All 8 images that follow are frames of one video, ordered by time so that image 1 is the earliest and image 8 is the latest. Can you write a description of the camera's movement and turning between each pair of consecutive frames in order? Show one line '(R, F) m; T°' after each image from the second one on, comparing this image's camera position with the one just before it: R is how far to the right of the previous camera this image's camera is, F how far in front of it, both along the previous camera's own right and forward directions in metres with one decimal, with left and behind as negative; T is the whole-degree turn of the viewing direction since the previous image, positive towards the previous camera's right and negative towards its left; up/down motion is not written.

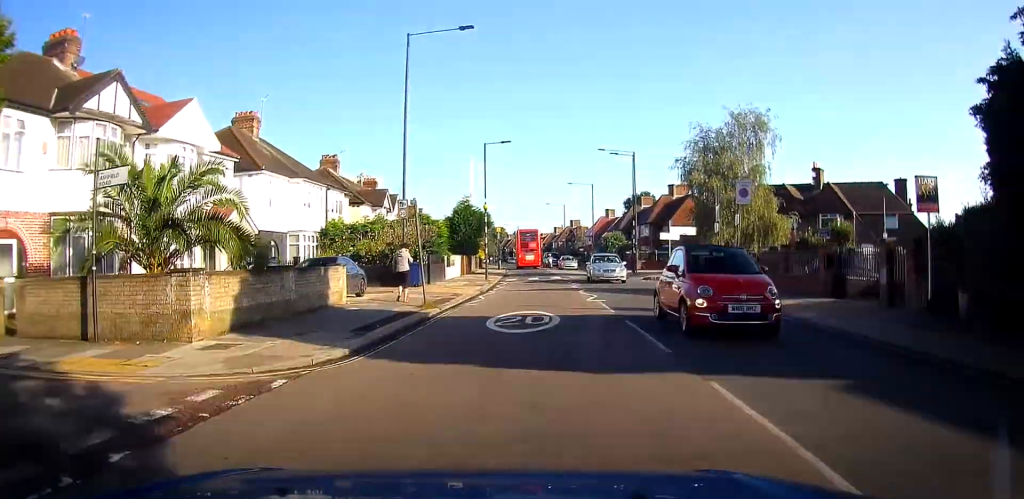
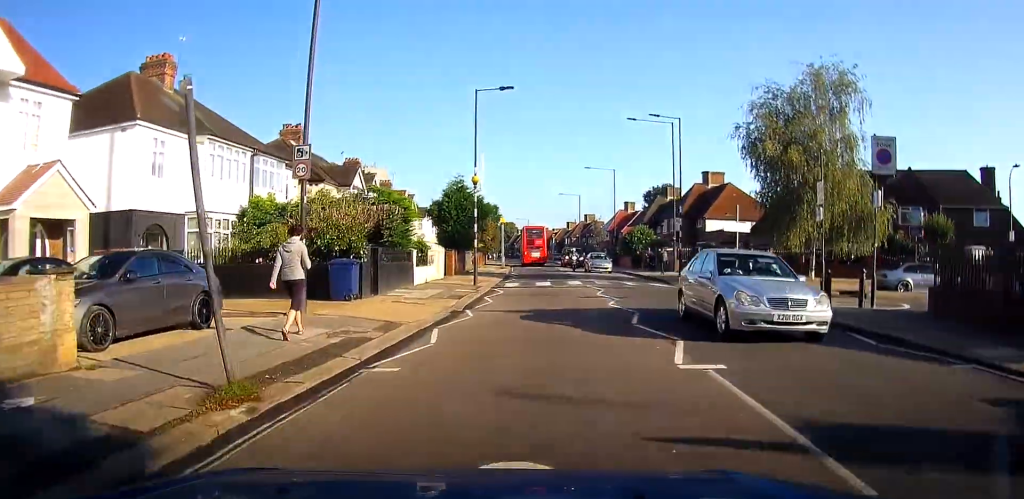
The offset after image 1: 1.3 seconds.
(0.0, +11.1) m; -1°
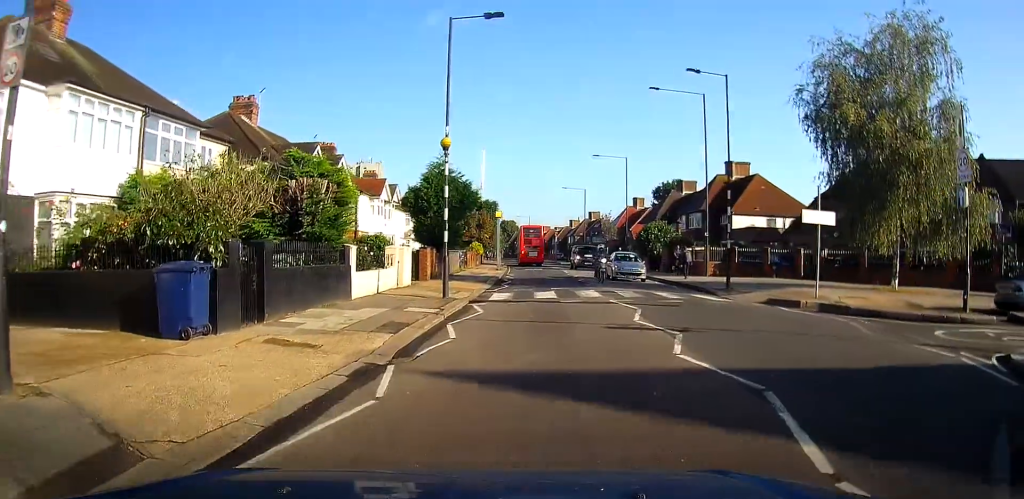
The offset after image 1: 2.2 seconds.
(-0.1, +7.8) m; 0°
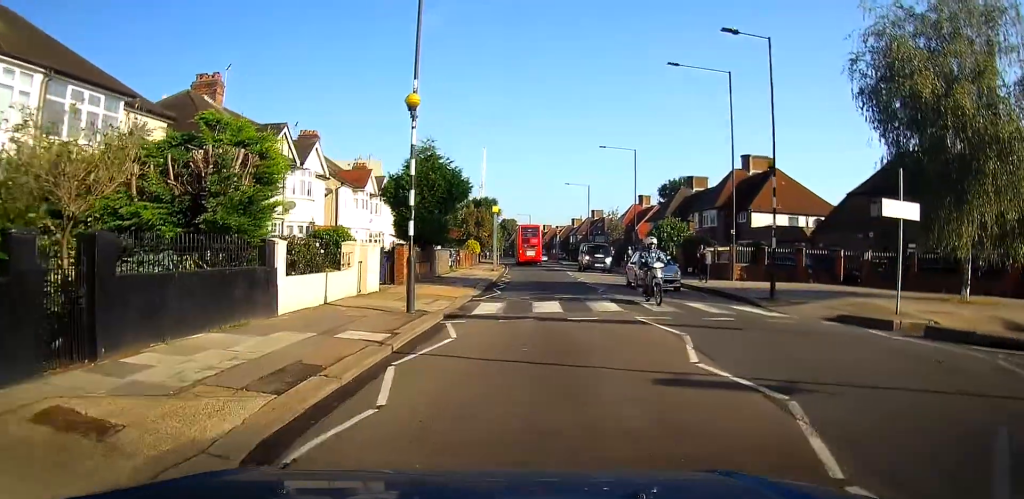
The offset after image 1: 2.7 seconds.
(0.0, +4.4) m; 0°
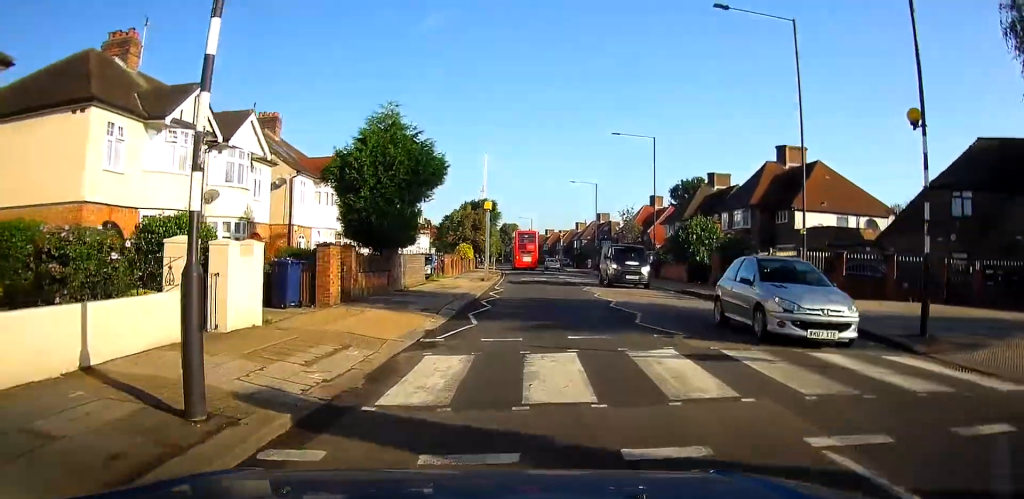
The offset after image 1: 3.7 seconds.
(0.0, +7.8) m; -1°
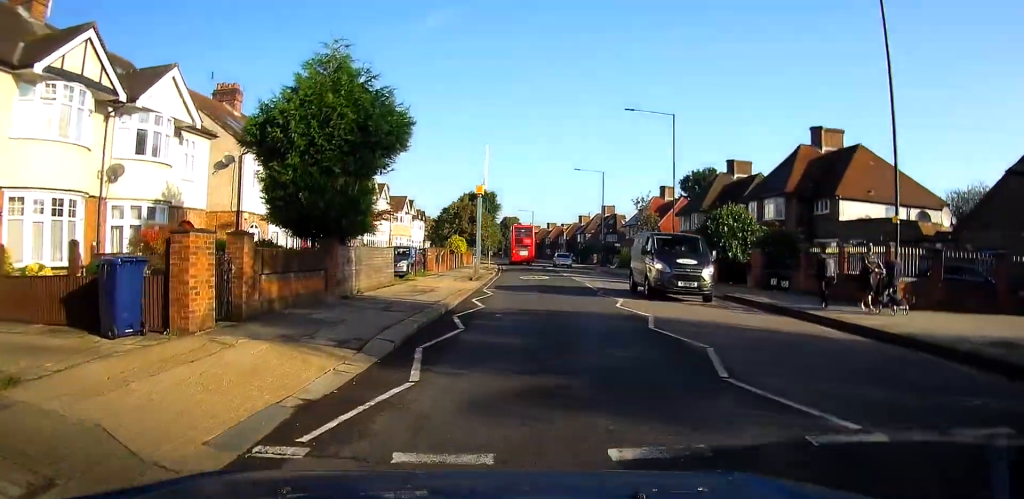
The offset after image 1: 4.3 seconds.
(0.0, +5.9) m; 0°
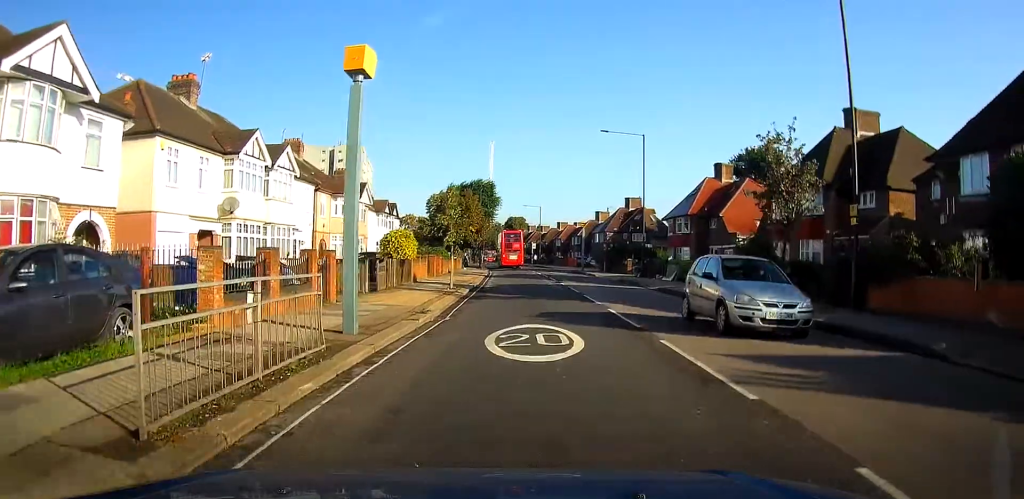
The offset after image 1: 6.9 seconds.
(-0.1, +21.7) m; -1°
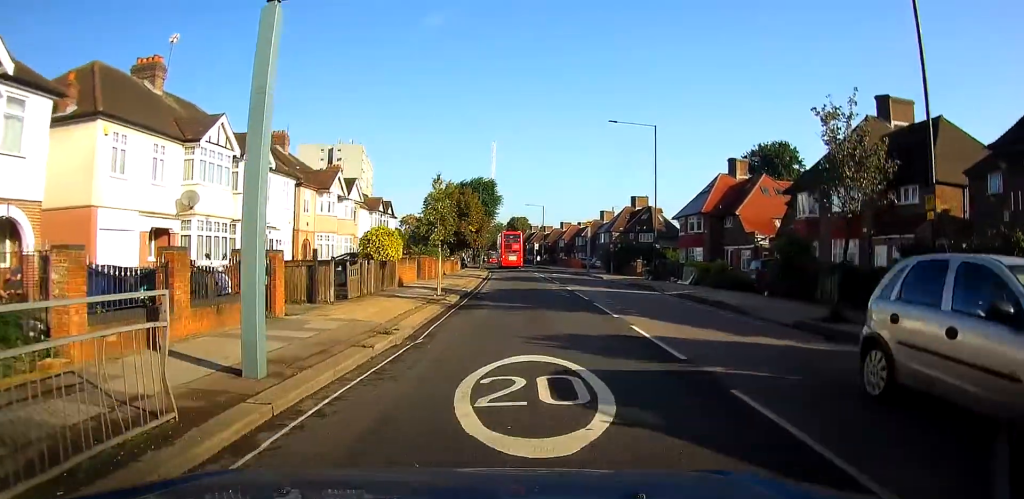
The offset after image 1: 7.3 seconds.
(0.0, +3.4) m; 0°
